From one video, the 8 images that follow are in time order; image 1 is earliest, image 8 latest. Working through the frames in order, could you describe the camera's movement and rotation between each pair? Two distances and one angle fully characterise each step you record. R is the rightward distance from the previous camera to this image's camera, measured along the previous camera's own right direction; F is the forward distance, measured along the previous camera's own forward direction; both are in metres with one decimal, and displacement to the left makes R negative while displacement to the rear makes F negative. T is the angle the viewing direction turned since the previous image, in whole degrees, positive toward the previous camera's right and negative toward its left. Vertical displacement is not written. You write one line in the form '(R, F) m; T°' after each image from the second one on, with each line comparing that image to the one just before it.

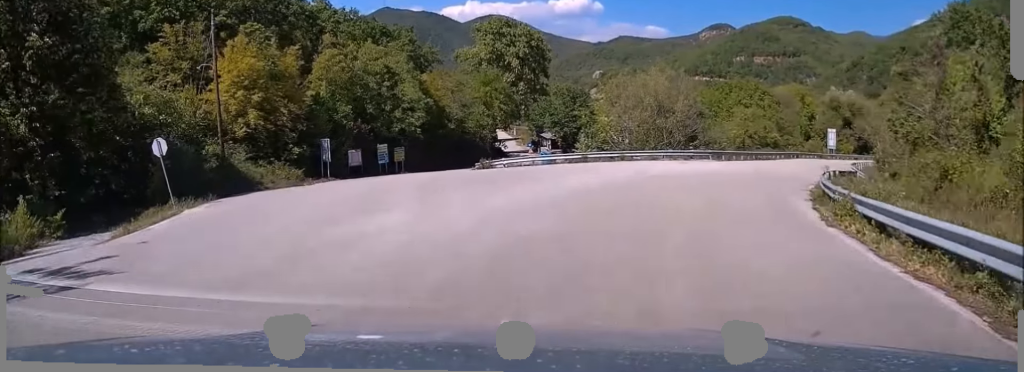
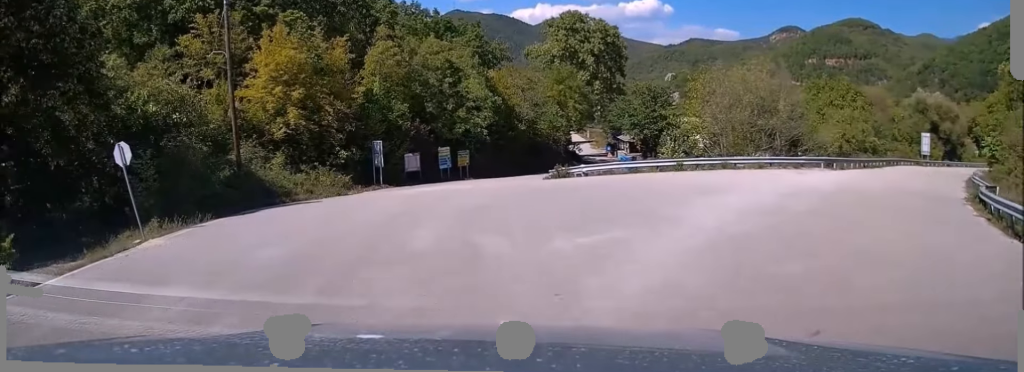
(-0.1, +6.1) m; -4°
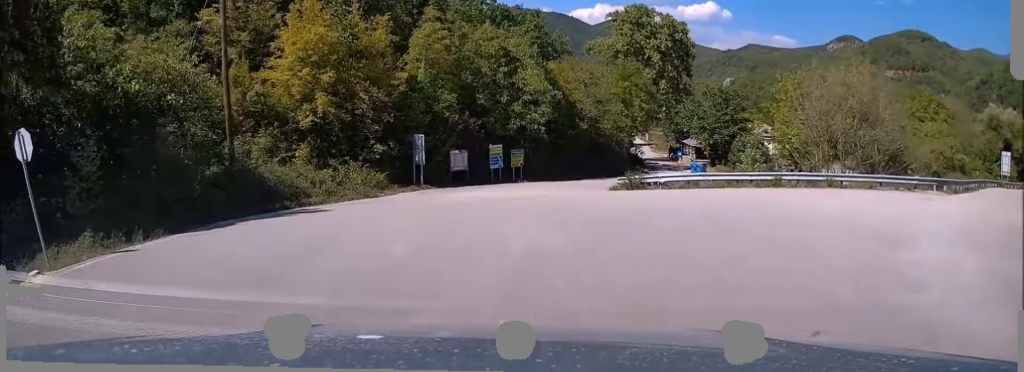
(-0.3, +6.5) m; -3°
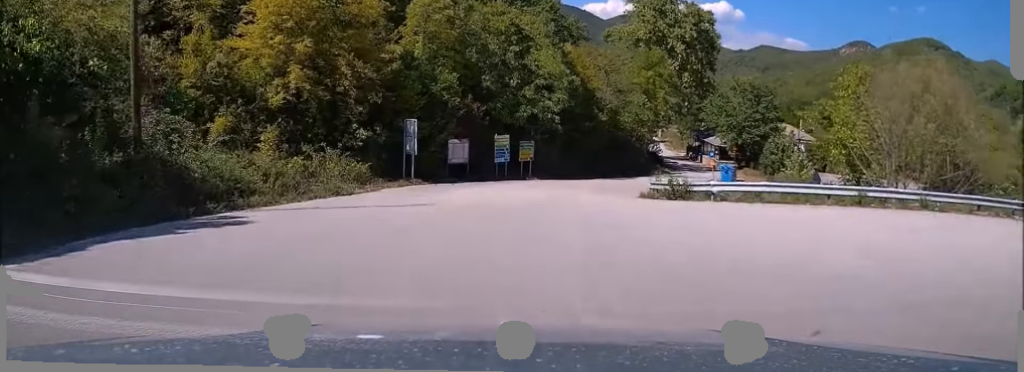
(-0.3, +6.5) m; -3°
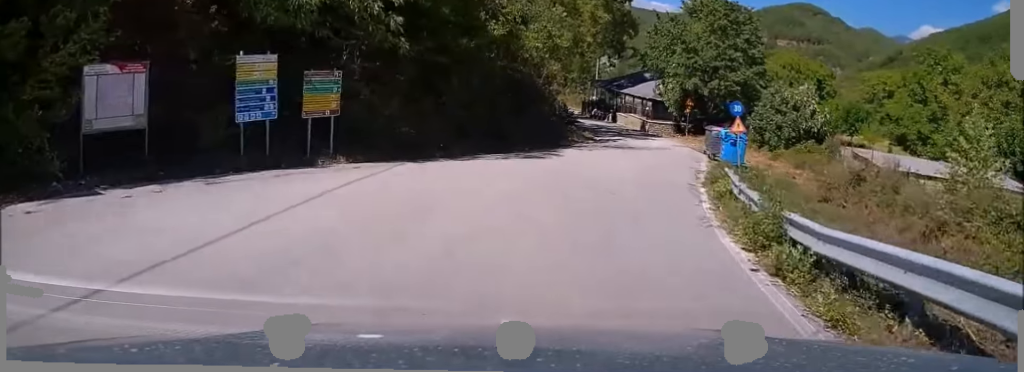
(+1.9, +24.7) m; +13°
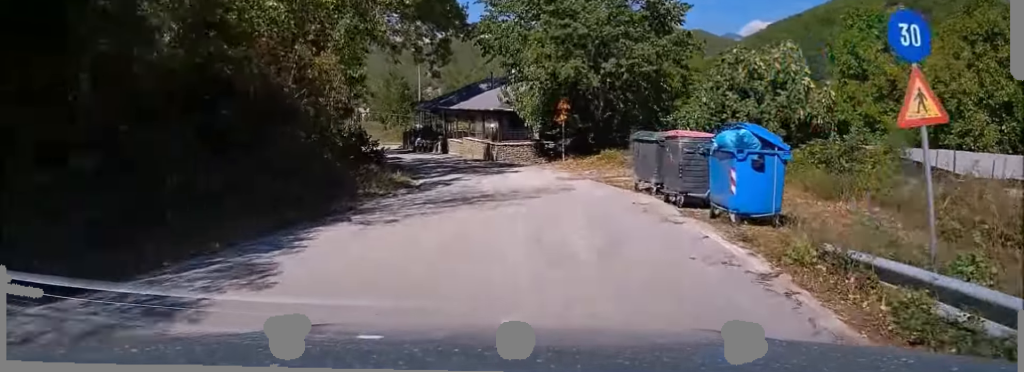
(+1.7, +16.0) m; +9°
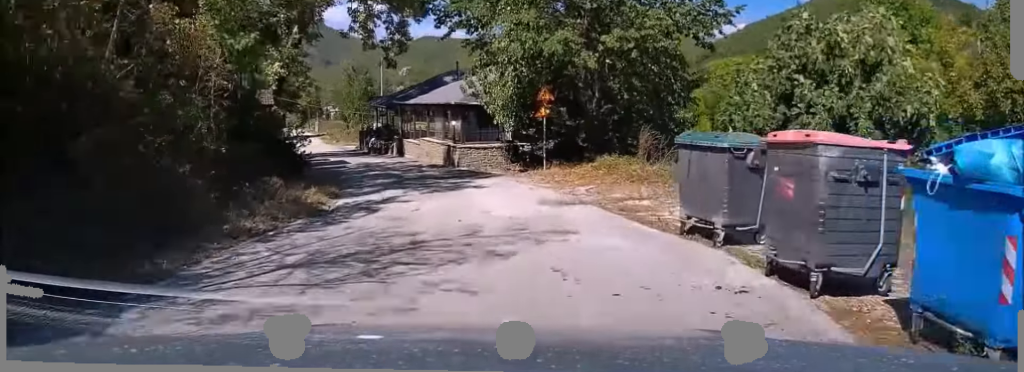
(+0.1, +6.9) m; +1°
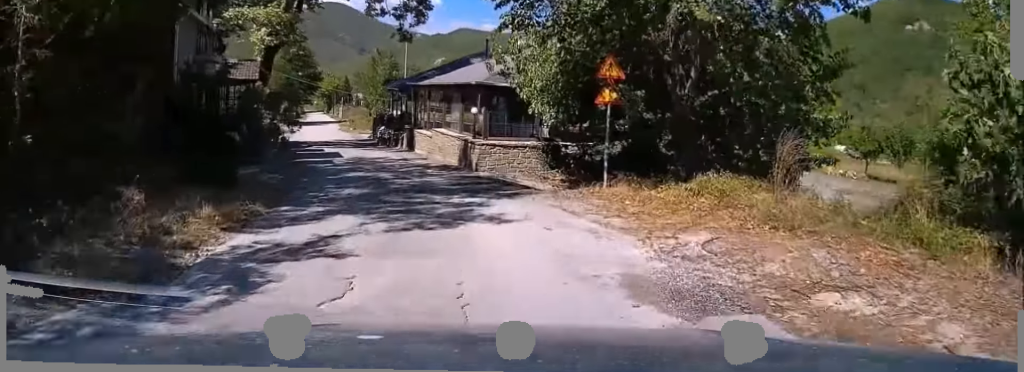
(+0.1, +7.0) m; 0°
